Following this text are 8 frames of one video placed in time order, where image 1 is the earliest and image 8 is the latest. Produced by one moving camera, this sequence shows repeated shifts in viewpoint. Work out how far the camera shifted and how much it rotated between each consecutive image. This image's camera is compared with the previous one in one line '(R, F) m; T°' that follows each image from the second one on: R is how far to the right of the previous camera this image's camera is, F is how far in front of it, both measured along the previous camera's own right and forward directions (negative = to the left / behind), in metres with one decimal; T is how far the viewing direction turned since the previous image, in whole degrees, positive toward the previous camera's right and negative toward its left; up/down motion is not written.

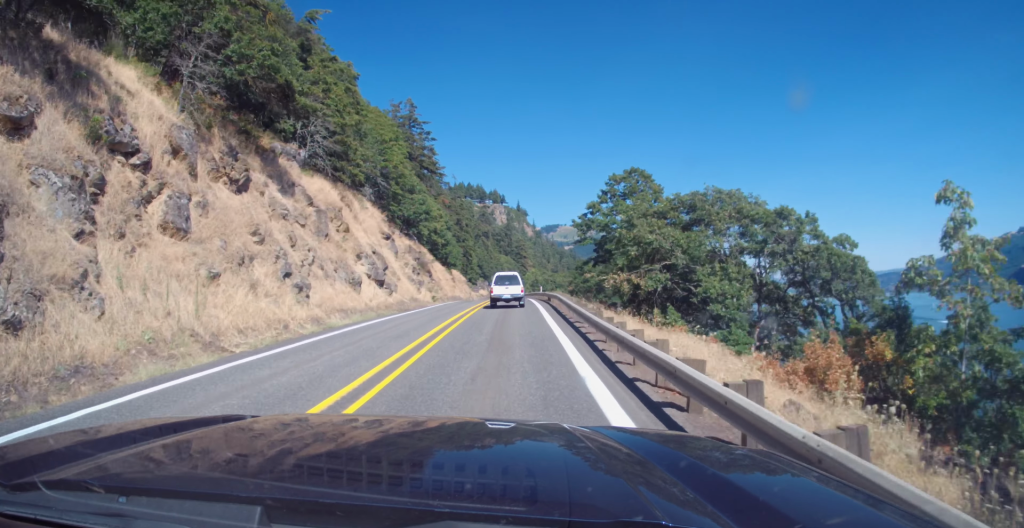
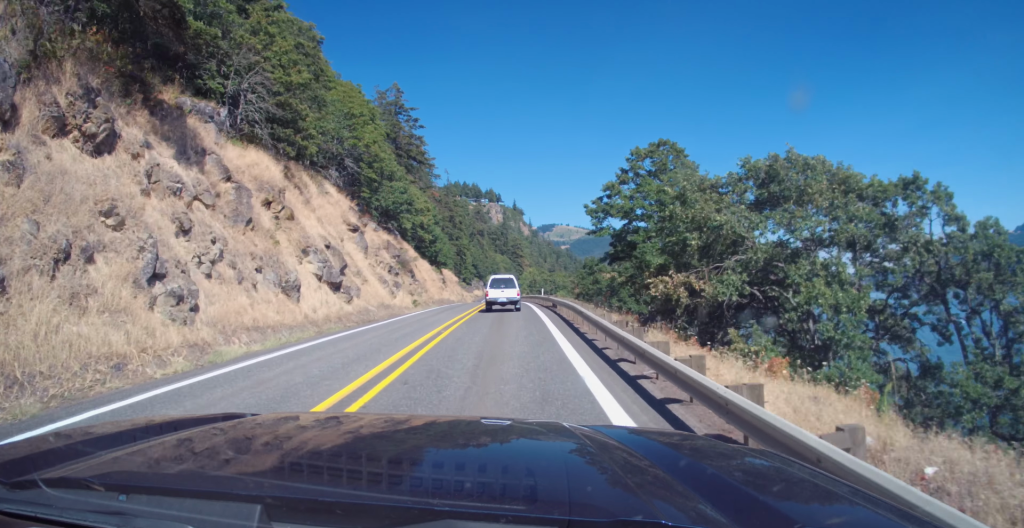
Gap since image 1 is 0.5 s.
(0.0, +9.2) m; +1°
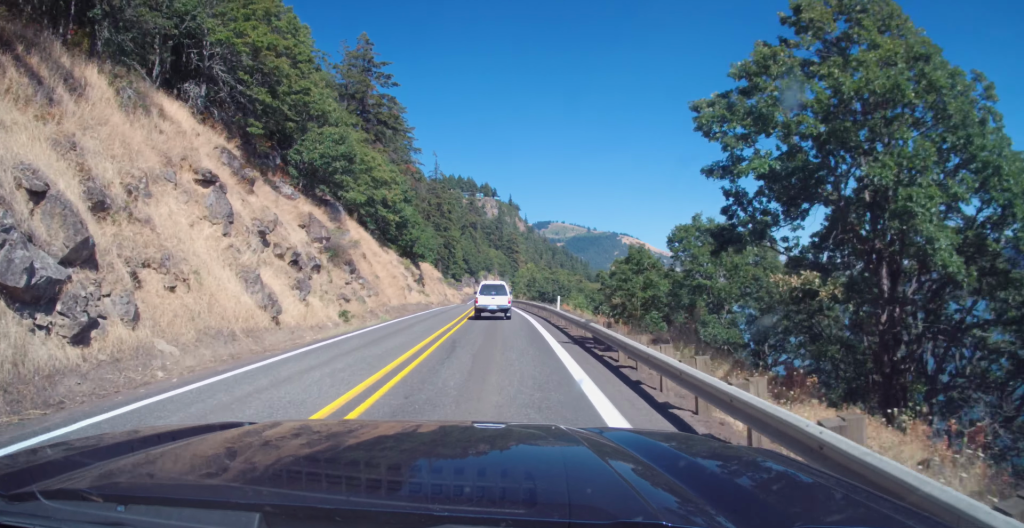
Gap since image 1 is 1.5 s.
(+0.3, +20.7) m; +1°
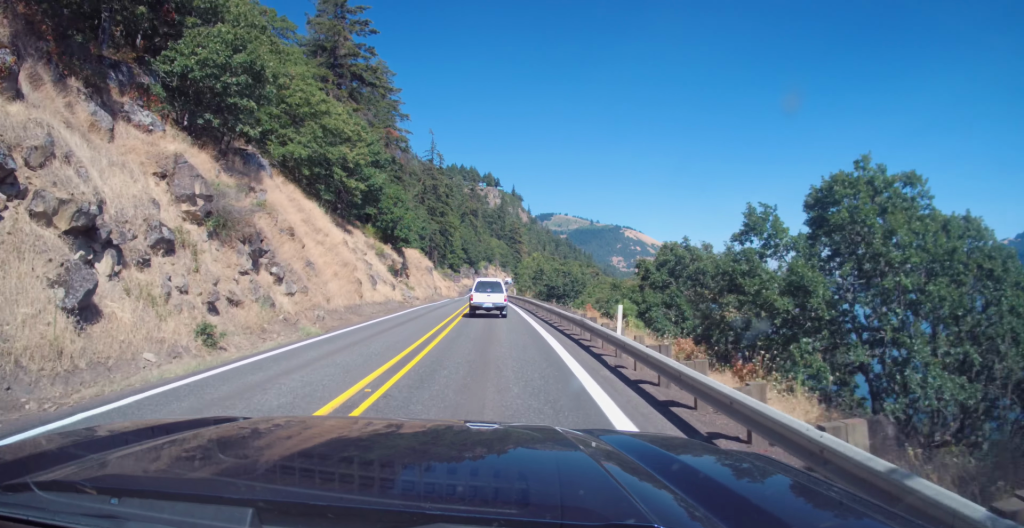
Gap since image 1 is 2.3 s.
(0.0, +15.5) m; -1°
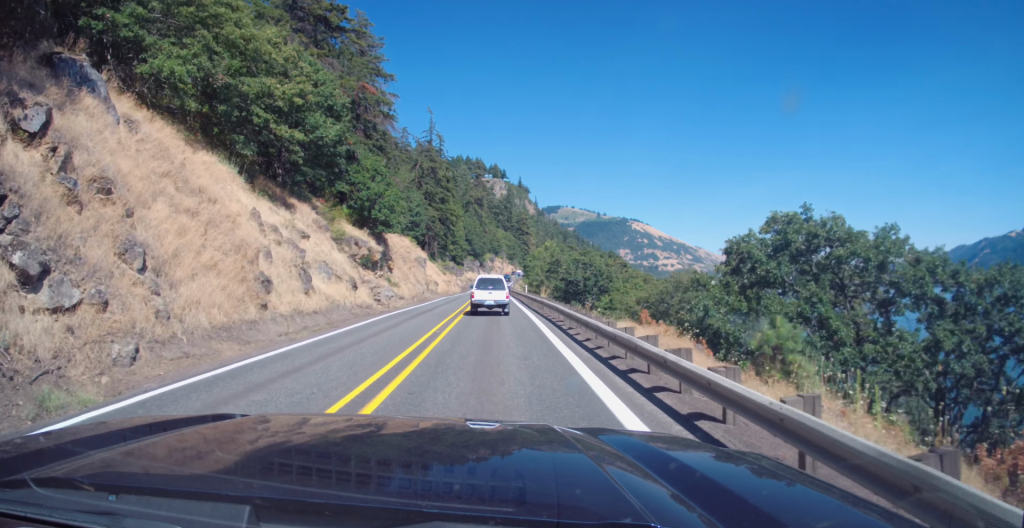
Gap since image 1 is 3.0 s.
(-0.3, +14.1) m; -1°
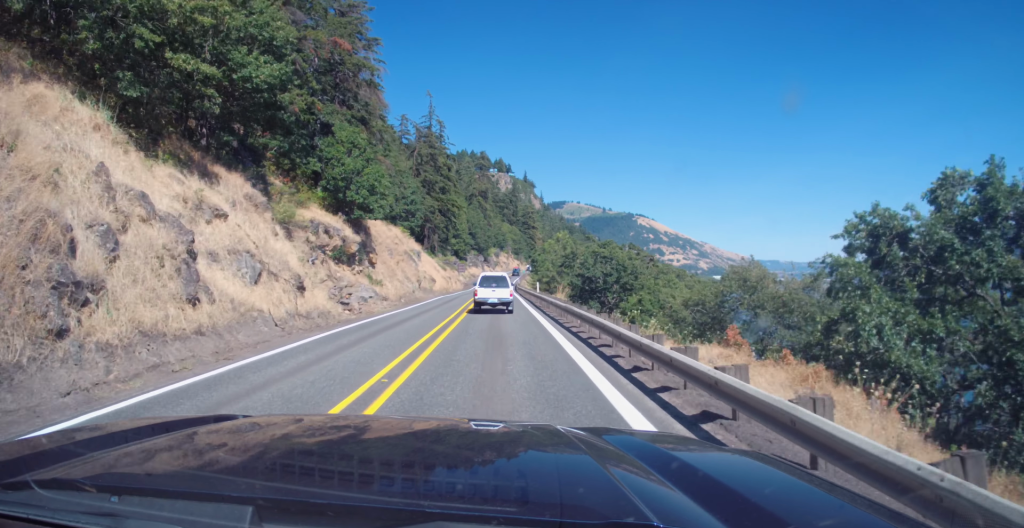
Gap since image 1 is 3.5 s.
(0.0, +9.8) m; 0°
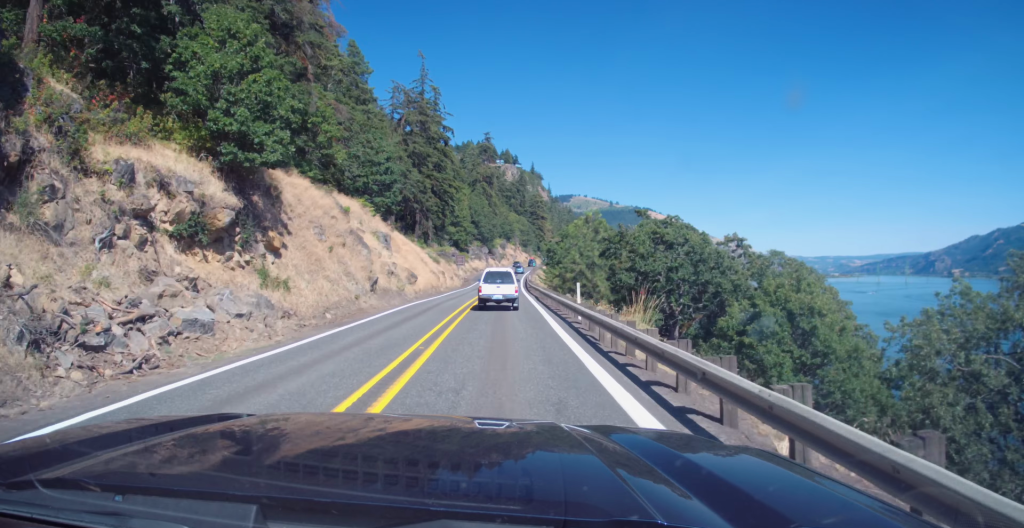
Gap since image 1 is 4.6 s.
(0.0, +21.0) m; -1°
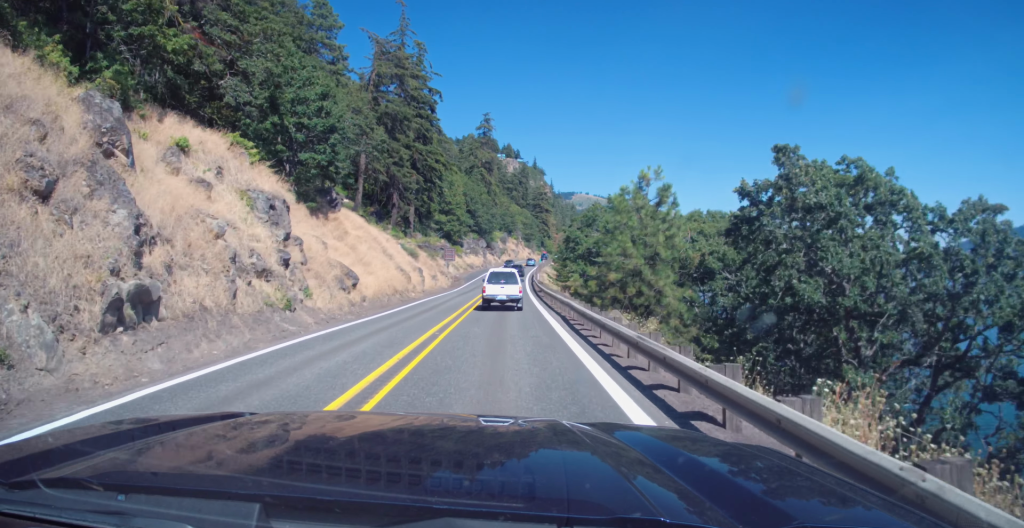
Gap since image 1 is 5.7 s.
(-0.5, +21.4) m; -1°
